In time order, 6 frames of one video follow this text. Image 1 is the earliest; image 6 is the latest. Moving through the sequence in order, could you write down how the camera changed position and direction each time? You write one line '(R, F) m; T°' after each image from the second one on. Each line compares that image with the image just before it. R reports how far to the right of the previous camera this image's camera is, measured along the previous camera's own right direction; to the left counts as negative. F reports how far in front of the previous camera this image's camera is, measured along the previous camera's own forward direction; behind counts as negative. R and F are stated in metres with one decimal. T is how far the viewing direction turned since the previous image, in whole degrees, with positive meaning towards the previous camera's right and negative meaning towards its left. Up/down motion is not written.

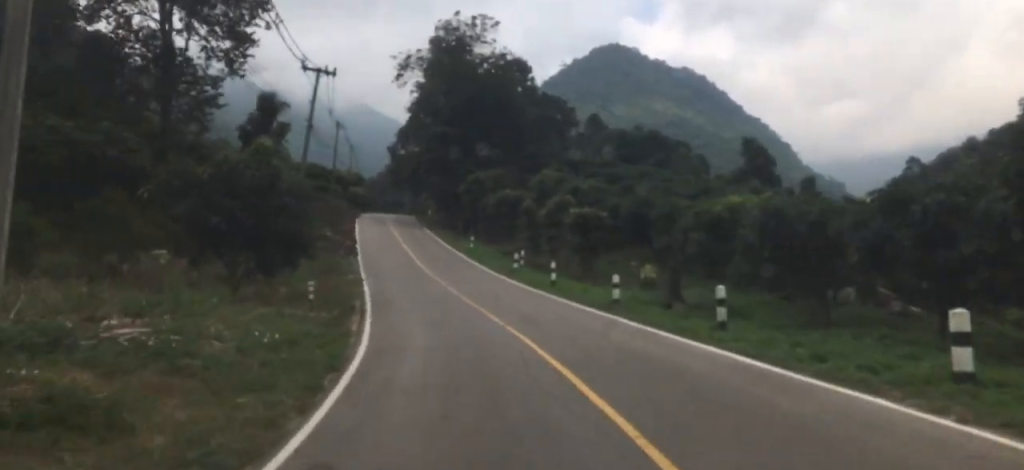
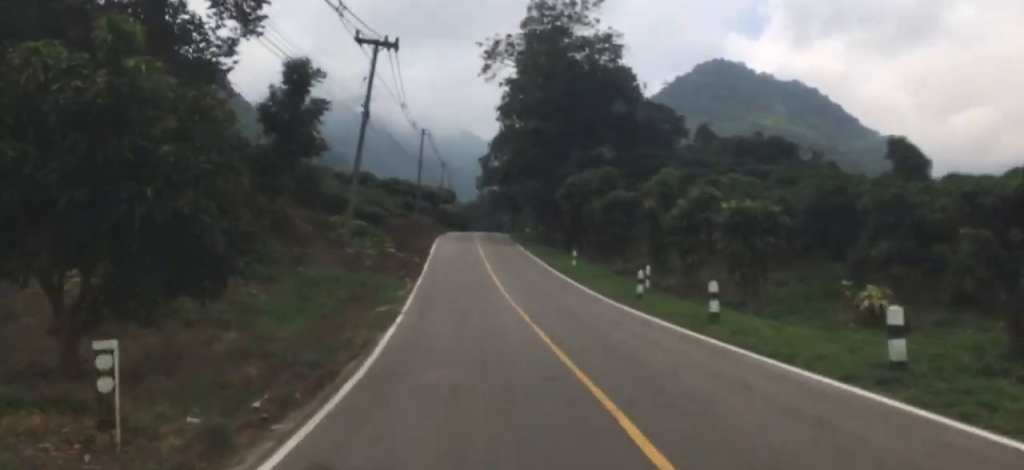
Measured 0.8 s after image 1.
(-0.2, +12.1) m; -2°
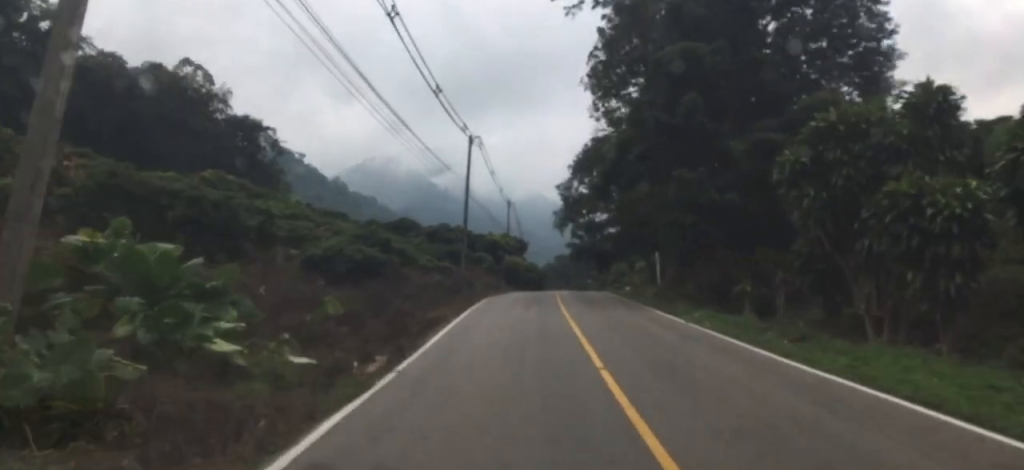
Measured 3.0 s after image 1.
(-1.9, +31.4) m; -13°
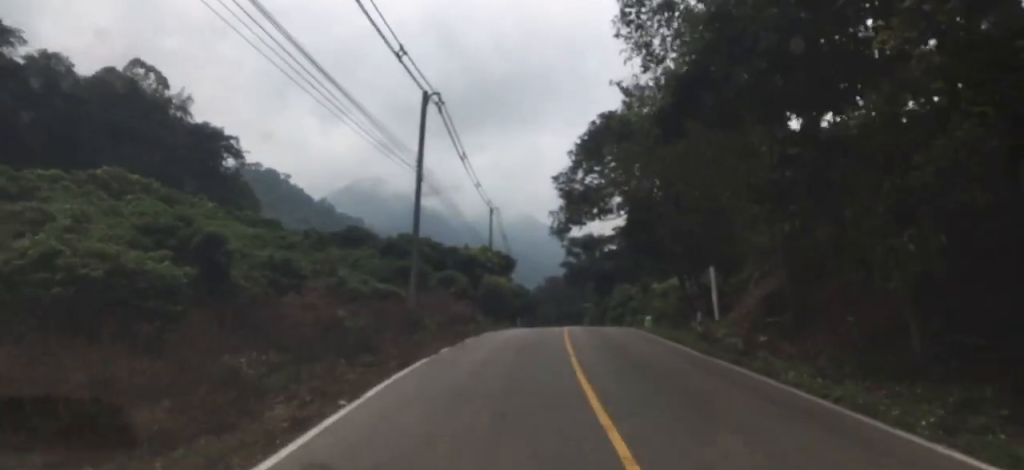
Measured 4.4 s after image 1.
(-2.9, +19.7) m; -8°
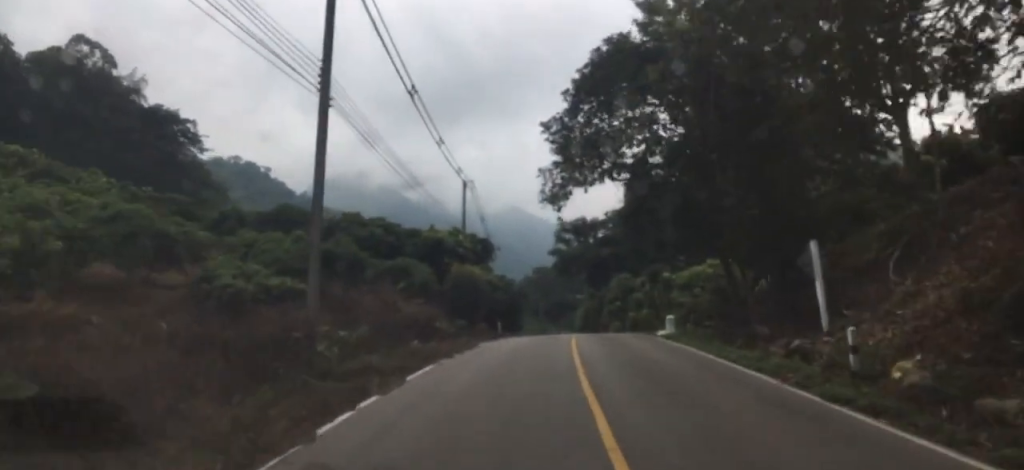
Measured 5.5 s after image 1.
(+0.7, +14.3) m; +2°
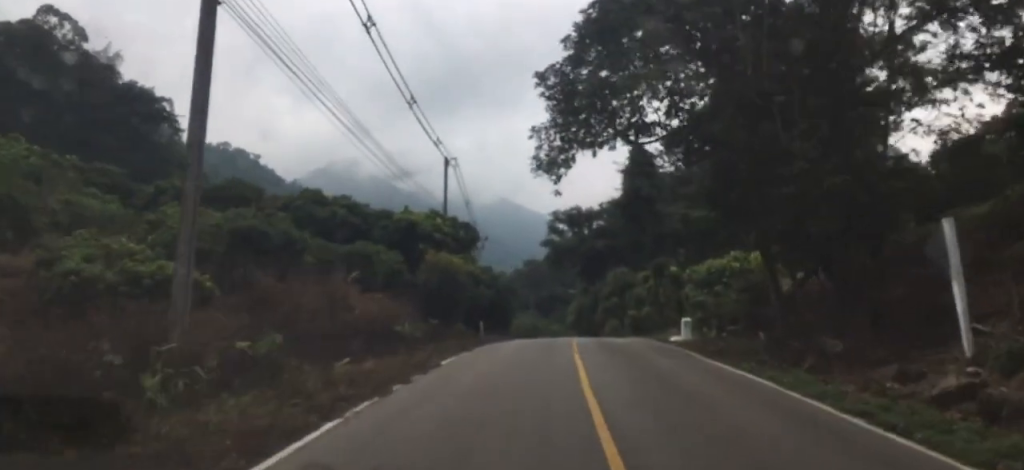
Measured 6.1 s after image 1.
(-0.2, +7.2) m; 0°
